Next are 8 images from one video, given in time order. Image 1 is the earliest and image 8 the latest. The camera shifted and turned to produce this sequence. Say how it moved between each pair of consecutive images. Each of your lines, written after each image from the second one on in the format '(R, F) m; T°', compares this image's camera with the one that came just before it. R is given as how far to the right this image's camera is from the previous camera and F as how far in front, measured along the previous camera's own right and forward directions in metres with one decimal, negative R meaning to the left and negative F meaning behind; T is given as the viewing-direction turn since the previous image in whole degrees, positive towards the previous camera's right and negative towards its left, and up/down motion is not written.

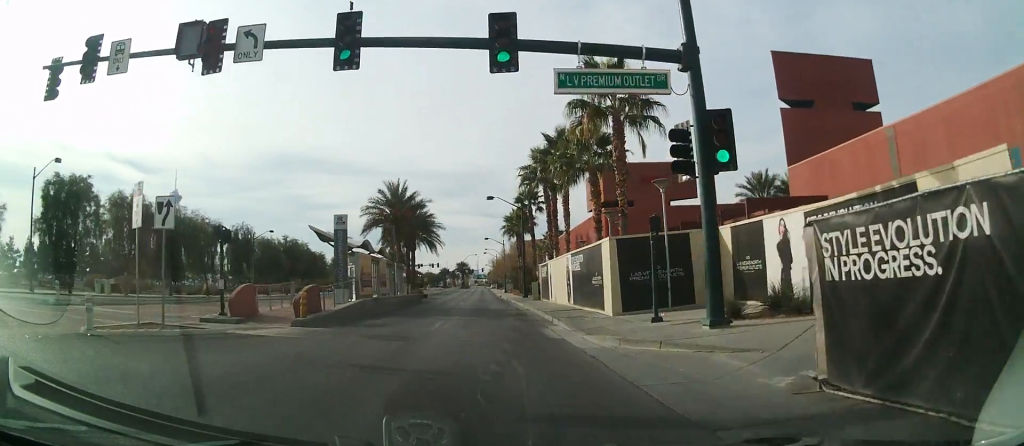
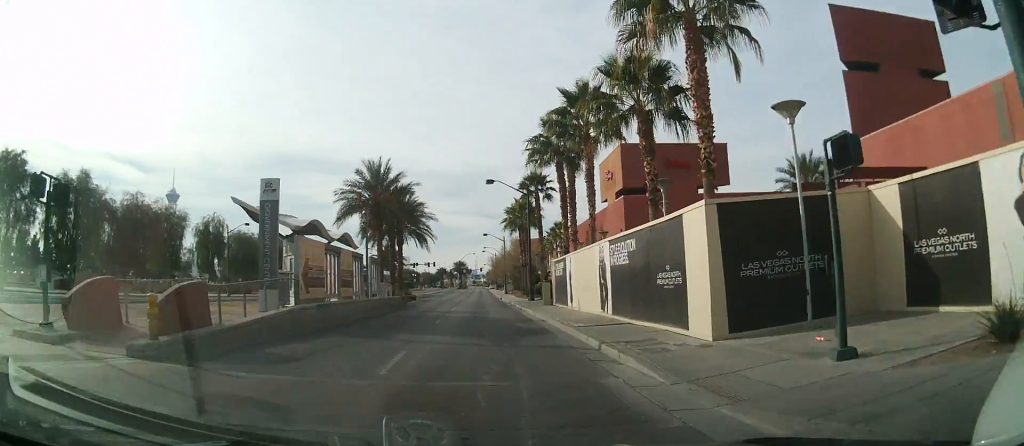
(0.0, +9.0) m; 0°
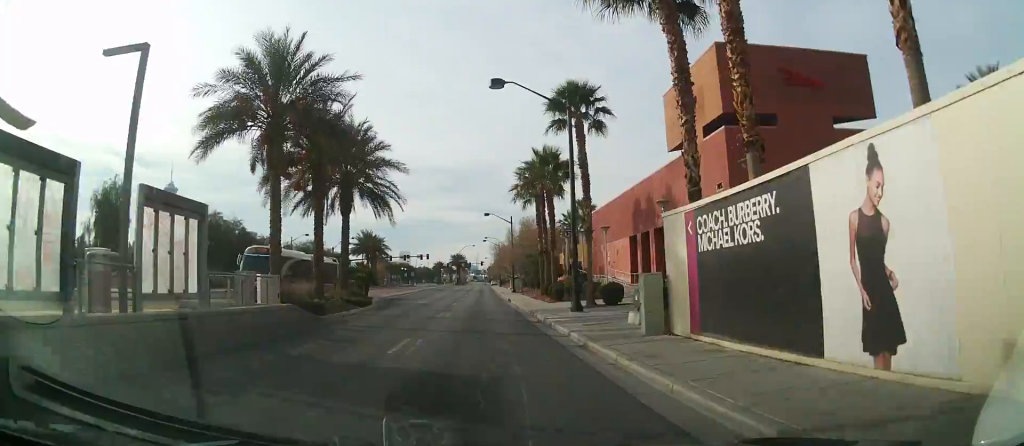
(0.0, +21.9) m; 0°
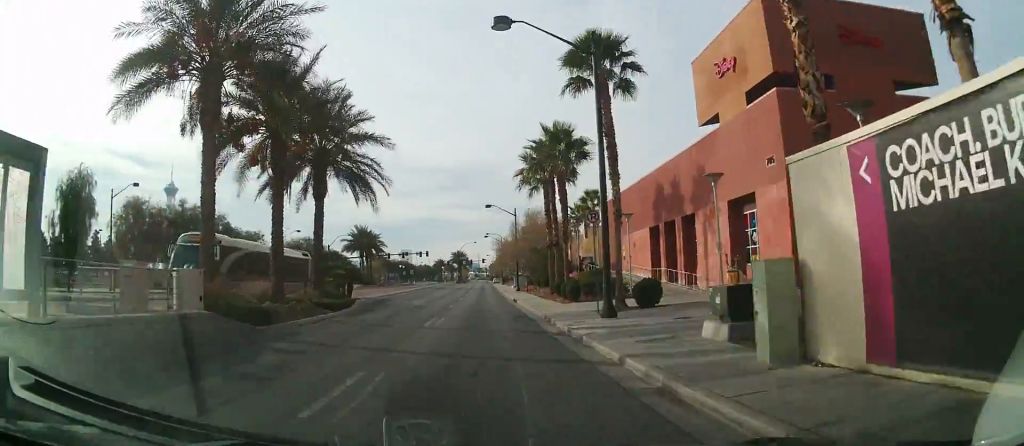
(0.0, +5.7) m; 0°
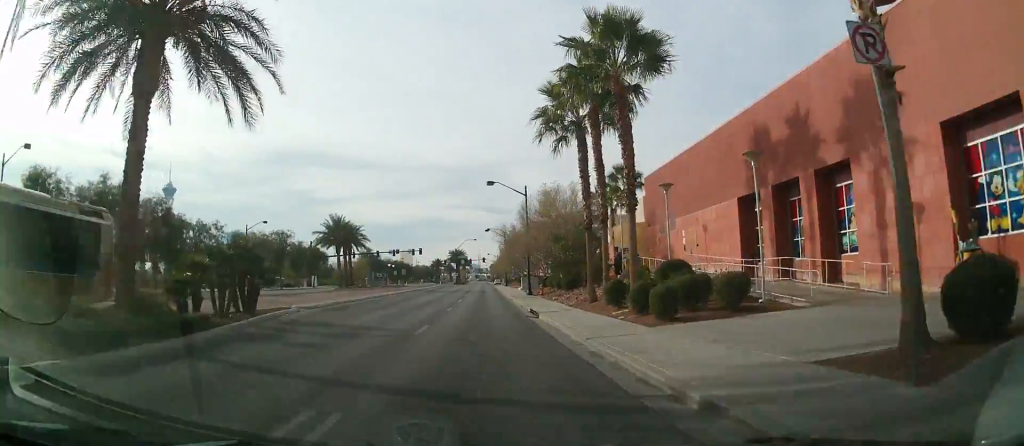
(-0.1, +15.9) m; -1°
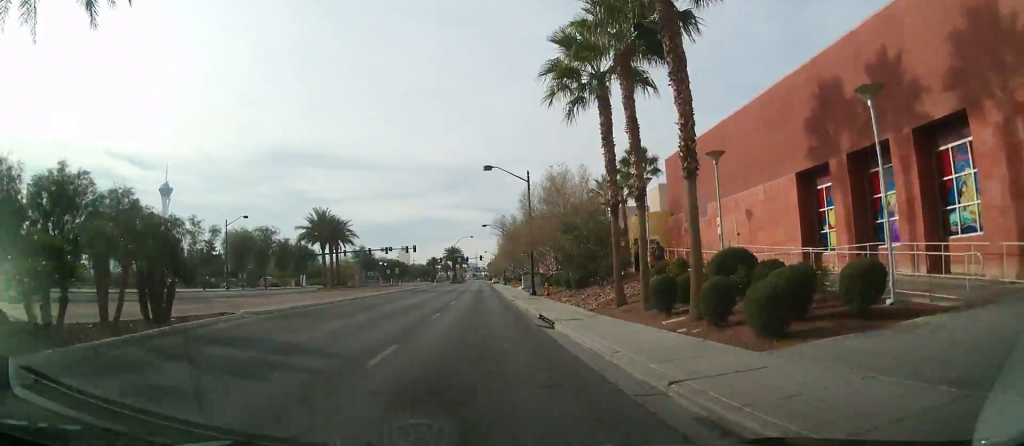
(0.0, +6.2) m; 0°
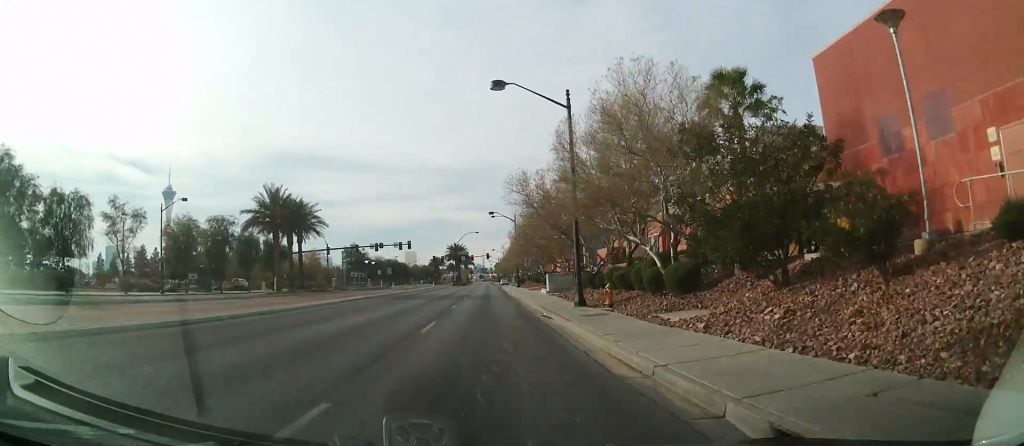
(+0.2, +18.7) m; +1°
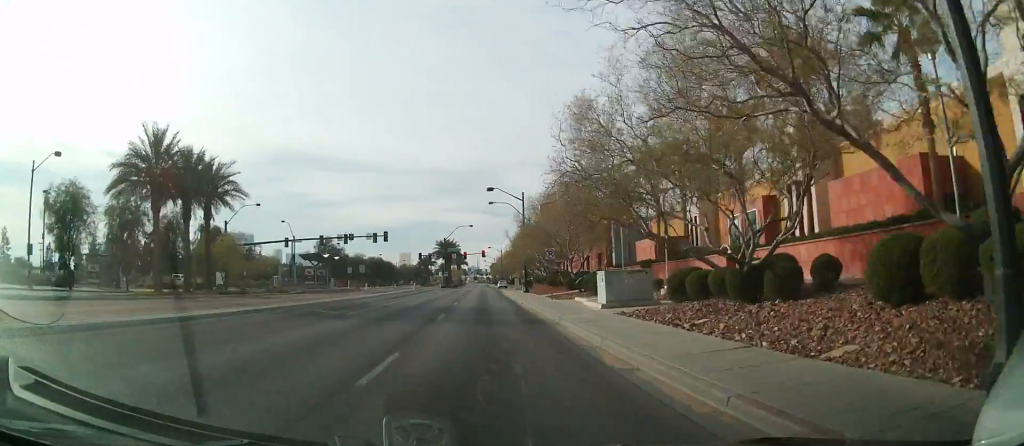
(+0.3, +20.7) m; +1°
